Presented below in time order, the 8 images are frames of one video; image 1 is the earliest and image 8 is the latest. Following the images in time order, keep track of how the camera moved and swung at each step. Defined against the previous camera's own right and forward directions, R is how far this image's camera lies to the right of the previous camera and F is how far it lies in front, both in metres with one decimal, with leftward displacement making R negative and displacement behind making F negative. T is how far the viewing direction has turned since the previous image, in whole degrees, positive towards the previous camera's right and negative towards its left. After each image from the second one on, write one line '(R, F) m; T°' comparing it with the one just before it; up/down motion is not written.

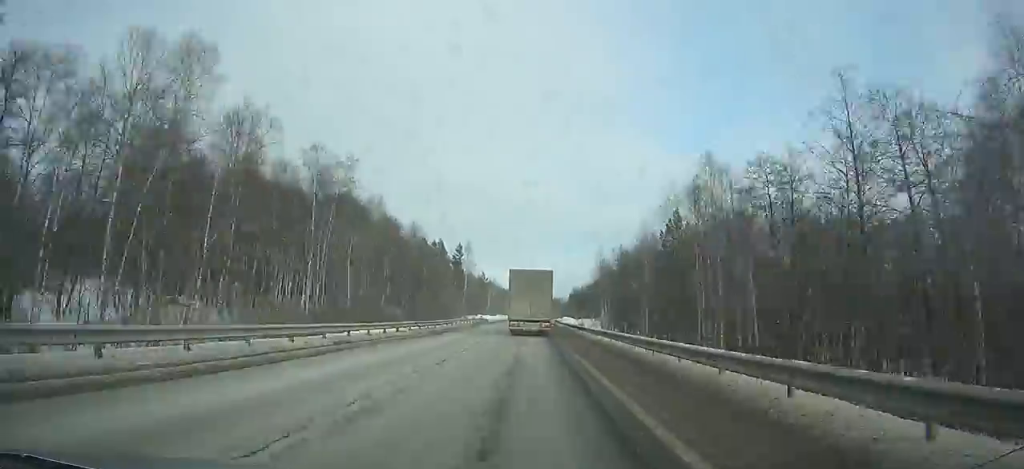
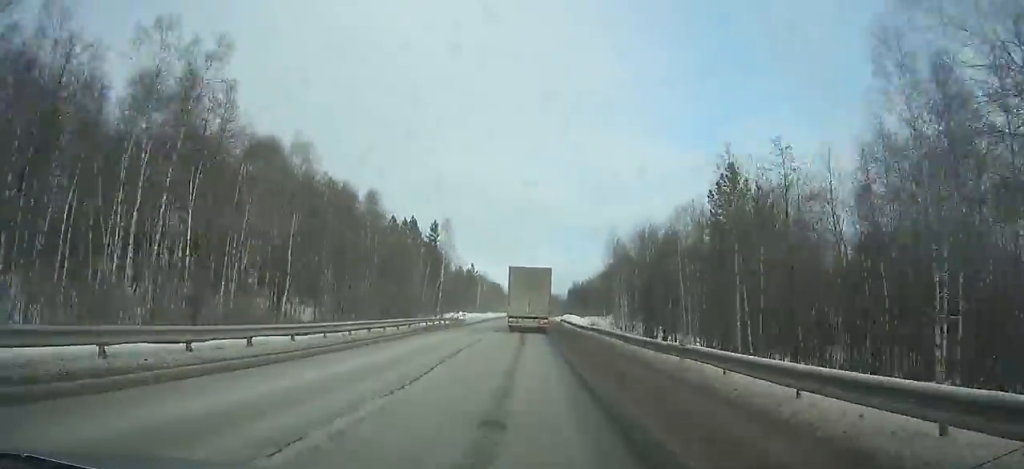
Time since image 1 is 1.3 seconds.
(-0.1, +26.7) m; 0°
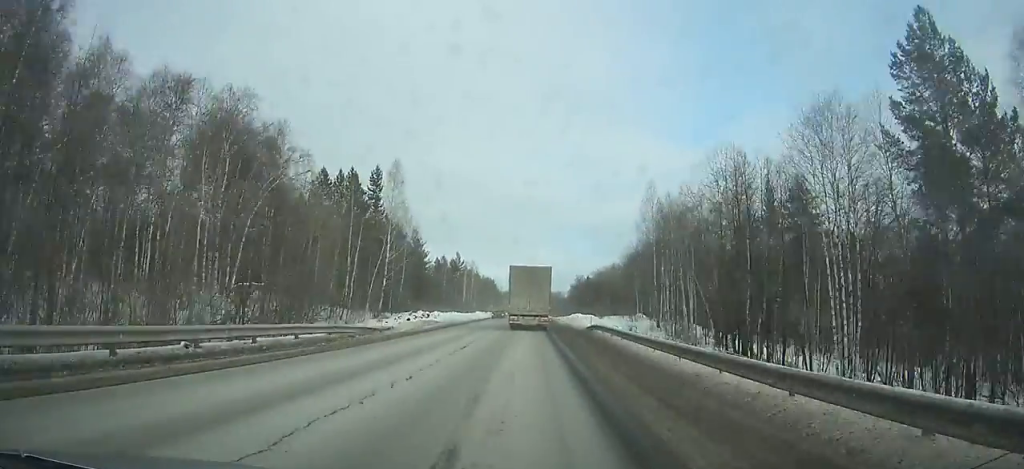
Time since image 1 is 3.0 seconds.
(+0.1, +35.2) m; 0°
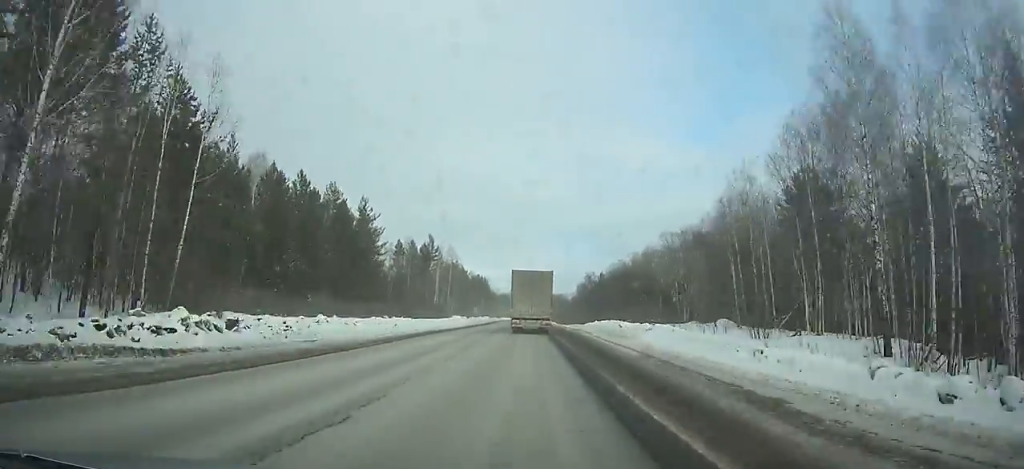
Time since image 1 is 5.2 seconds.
(0.0, +45.9) m; 0°
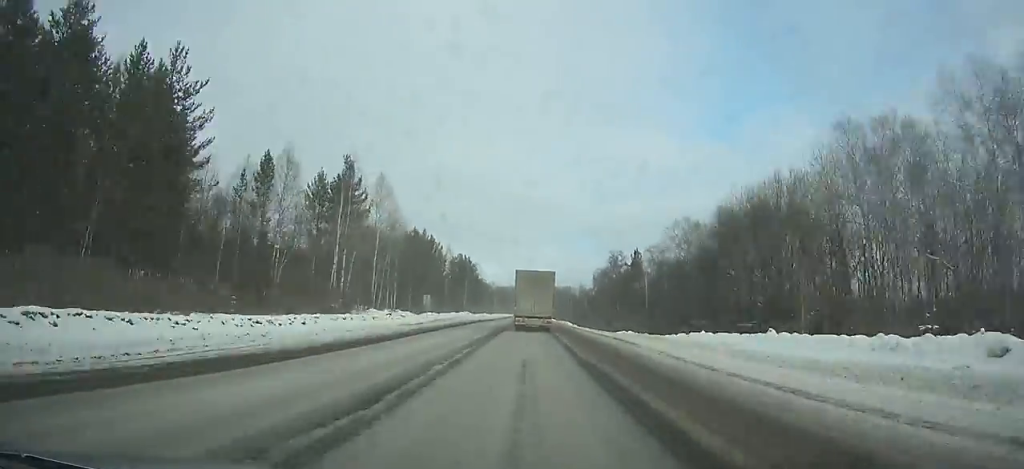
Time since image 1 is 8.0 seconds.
(0.0, +58.9) m; 0°
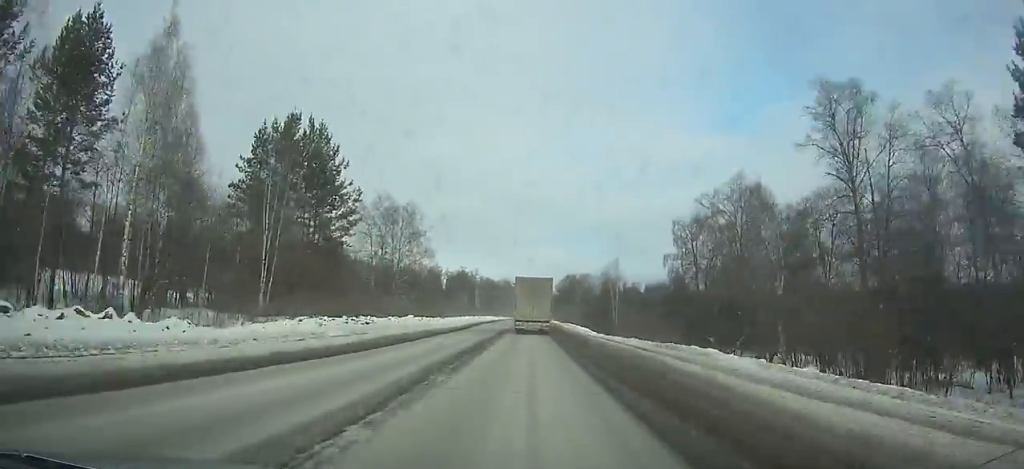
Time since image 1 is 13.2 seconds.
(-0.1, +112.4) m; 0°
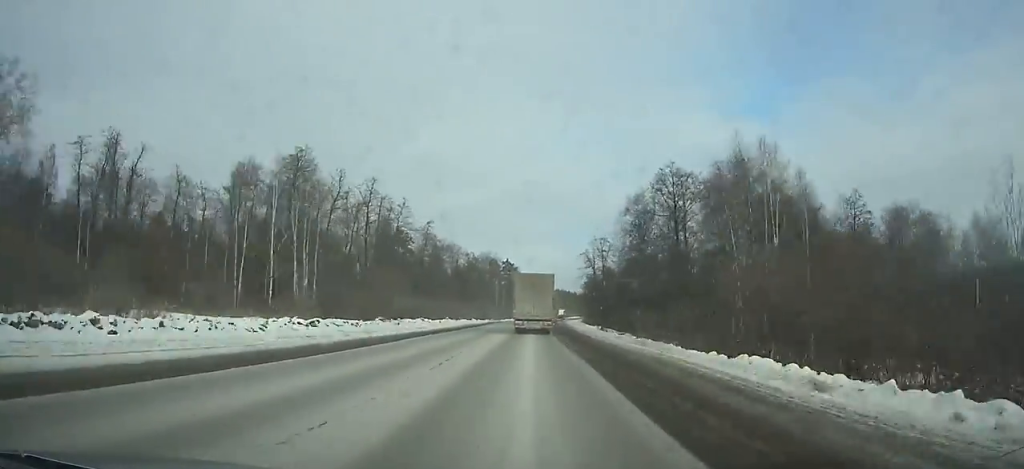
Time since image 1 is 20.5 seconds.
(+0.4, +167.5) m; 0°
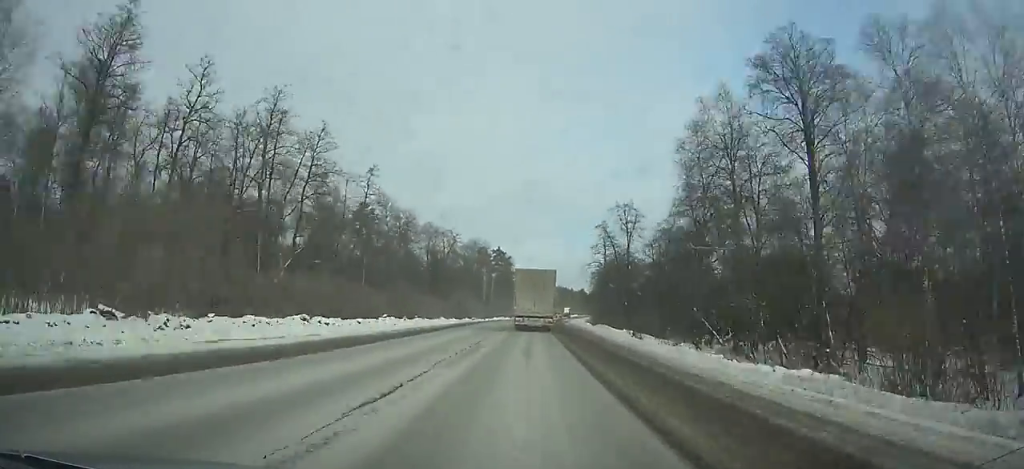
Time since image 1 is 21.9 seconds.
(-0.3, +33.1) m; 0°
